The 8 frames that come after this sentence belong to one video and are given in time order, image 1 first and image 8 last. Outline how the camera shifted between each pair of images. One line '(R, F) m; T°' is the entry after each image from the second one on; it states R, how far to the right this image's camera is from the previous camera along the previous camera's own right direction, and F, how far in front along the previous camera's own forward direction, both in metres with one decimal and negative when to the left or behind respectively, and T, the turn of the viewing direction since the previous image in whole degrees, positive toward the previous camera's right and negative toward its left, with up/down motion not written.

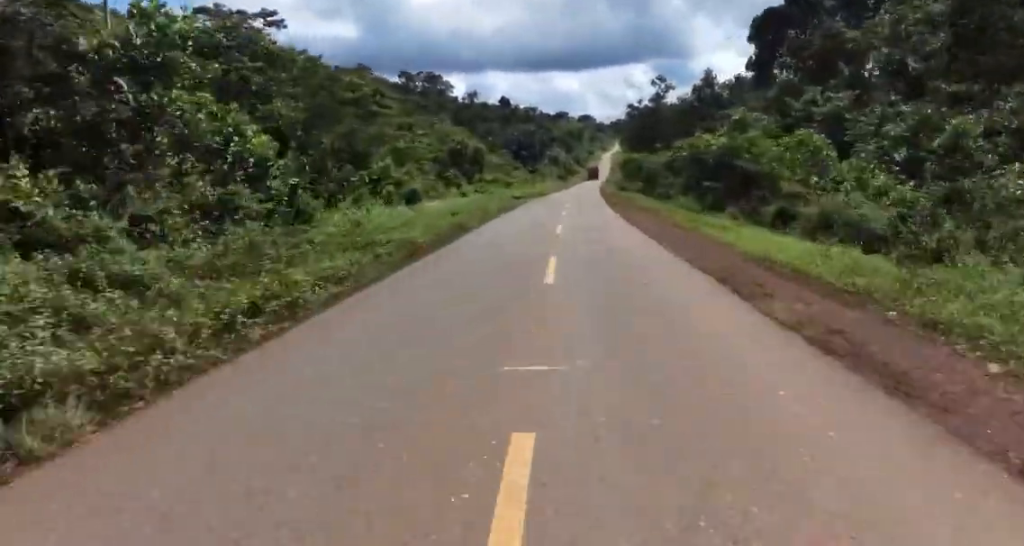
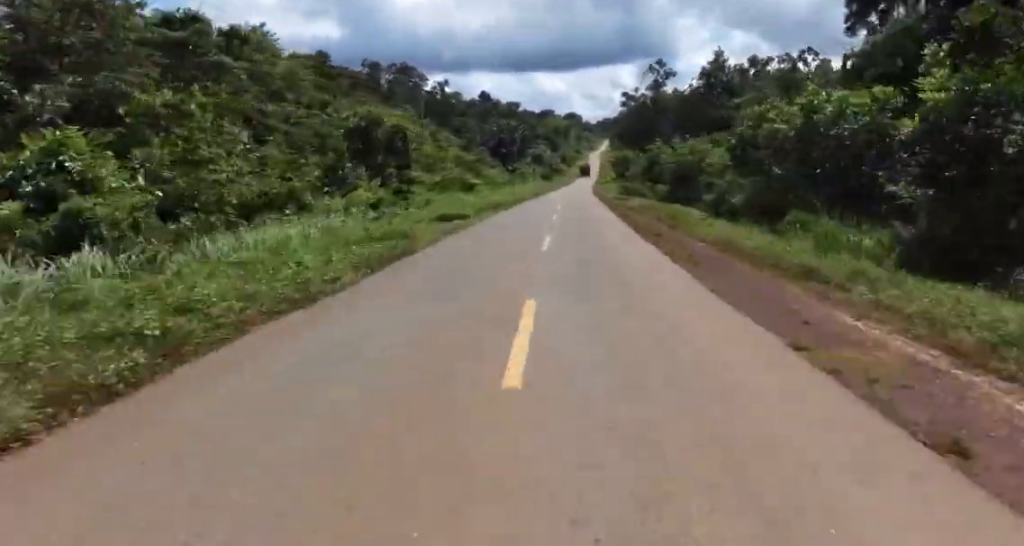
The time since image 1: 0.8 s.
(+0.5, +21.1) m; +4°
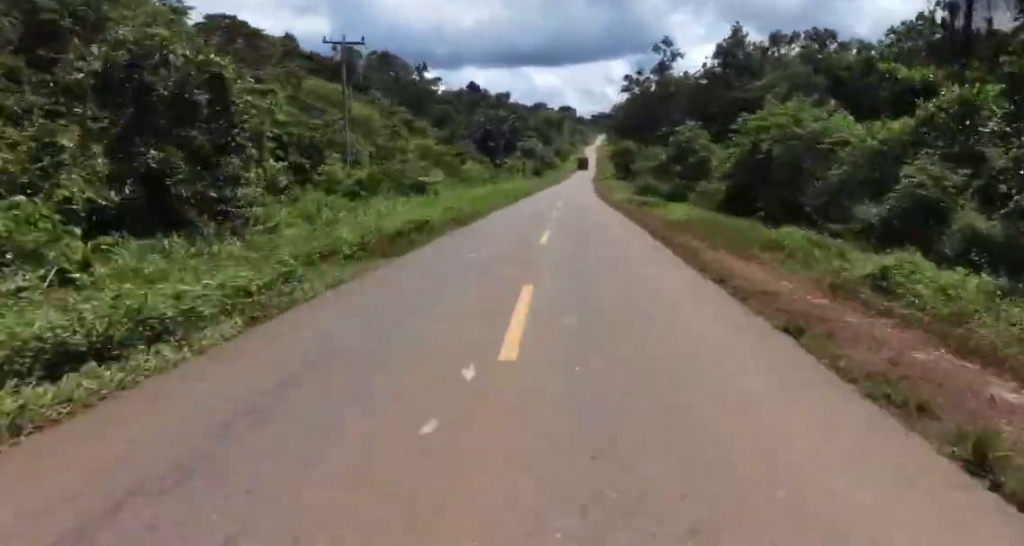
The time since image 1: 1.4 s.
(+0.8, +15.3) m; +1°
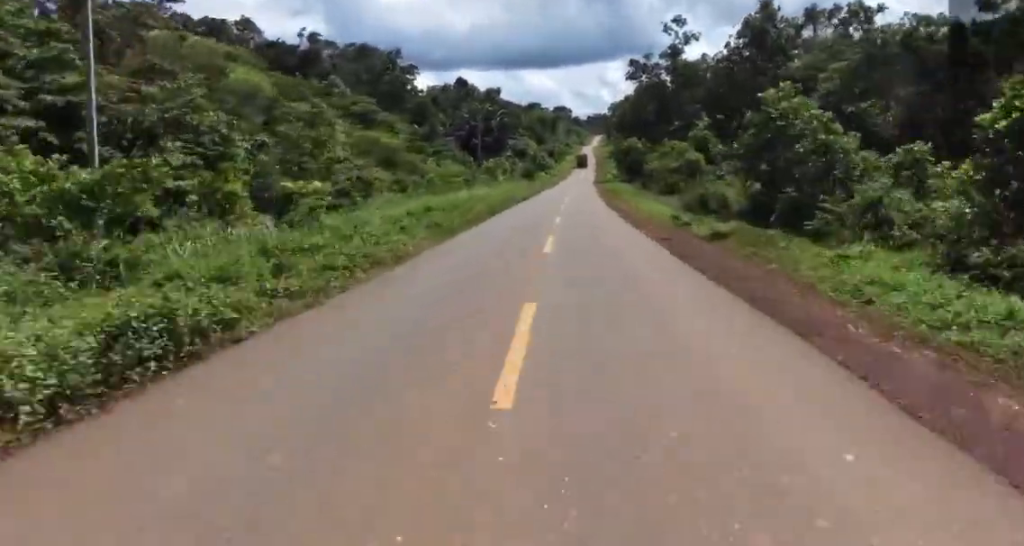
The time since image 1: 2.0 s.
(+0.1, +17.3) m; -1°
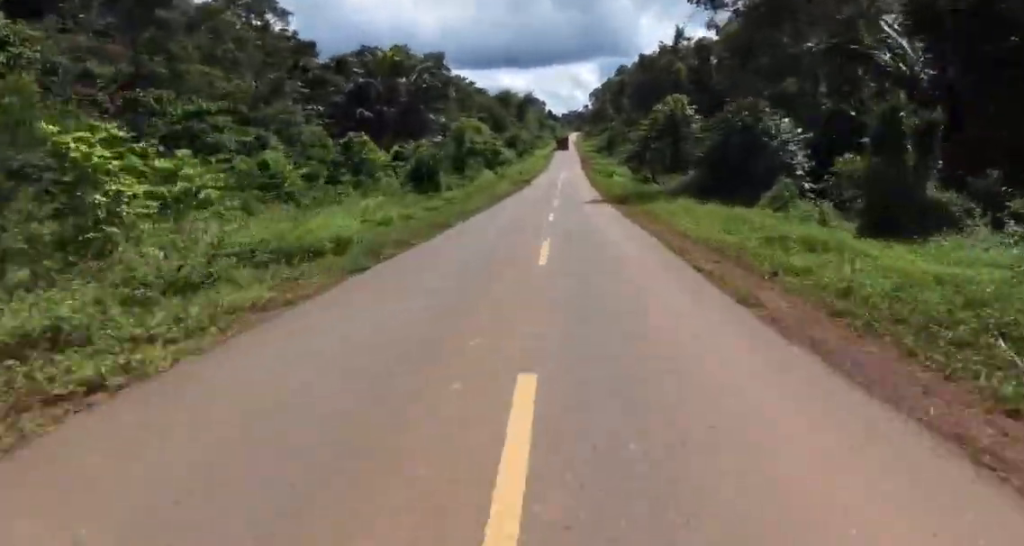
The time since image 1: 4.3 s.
(-1.1, +61.8) m; +1°
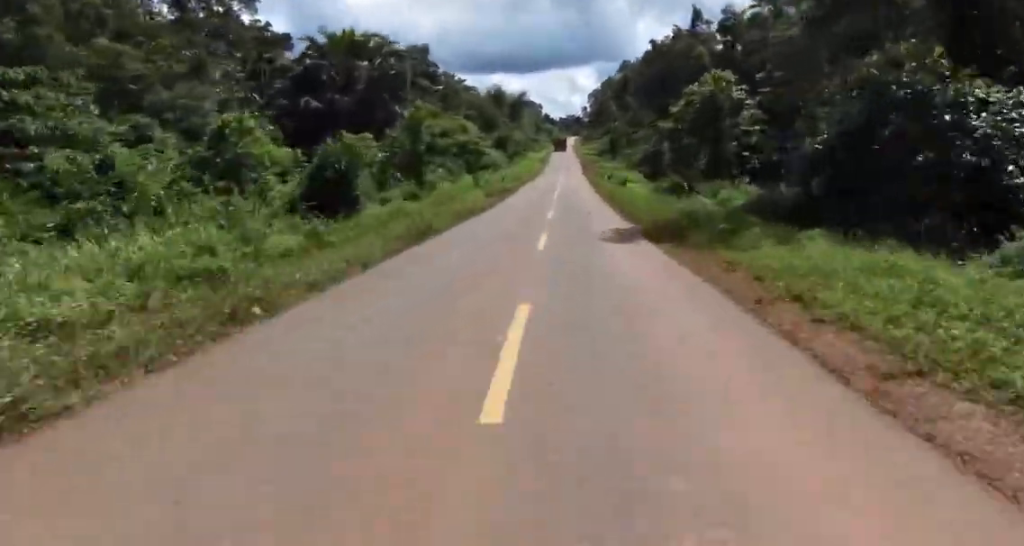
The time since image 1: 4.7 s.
(+0.4, +13.0) m; +1°
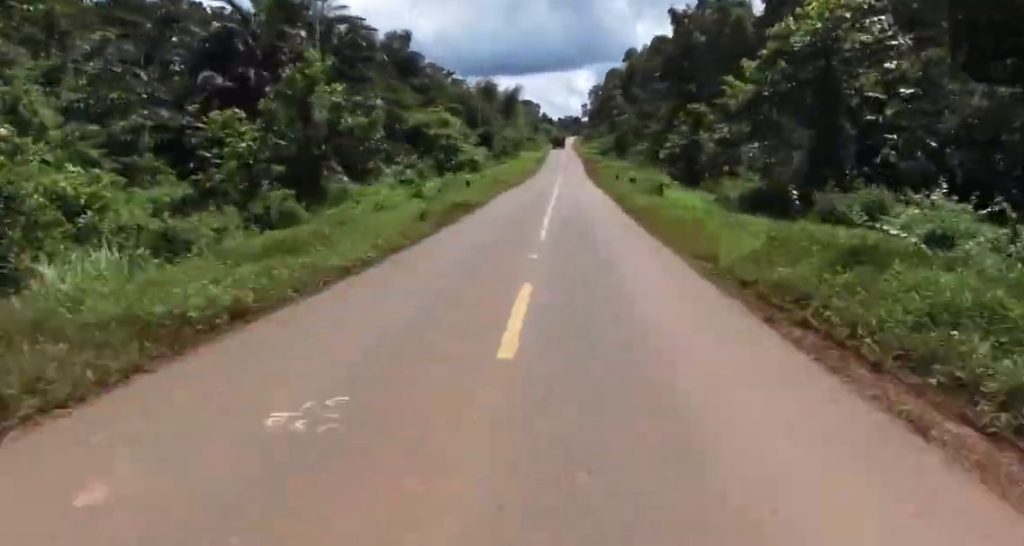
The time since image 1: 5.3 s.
(-0.4, +16.1) m; 0°
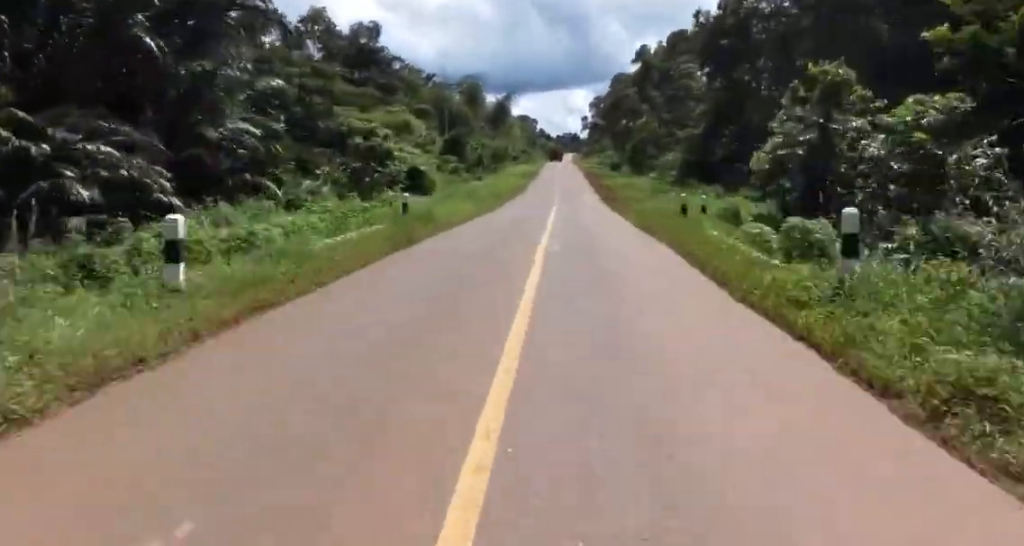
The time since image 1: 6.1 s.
(0.0, +21.5) m; +1°
